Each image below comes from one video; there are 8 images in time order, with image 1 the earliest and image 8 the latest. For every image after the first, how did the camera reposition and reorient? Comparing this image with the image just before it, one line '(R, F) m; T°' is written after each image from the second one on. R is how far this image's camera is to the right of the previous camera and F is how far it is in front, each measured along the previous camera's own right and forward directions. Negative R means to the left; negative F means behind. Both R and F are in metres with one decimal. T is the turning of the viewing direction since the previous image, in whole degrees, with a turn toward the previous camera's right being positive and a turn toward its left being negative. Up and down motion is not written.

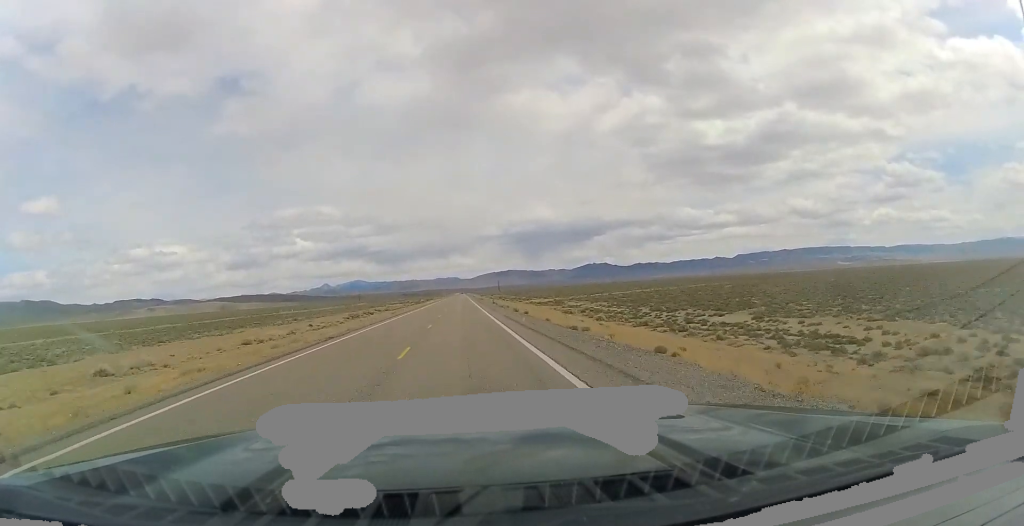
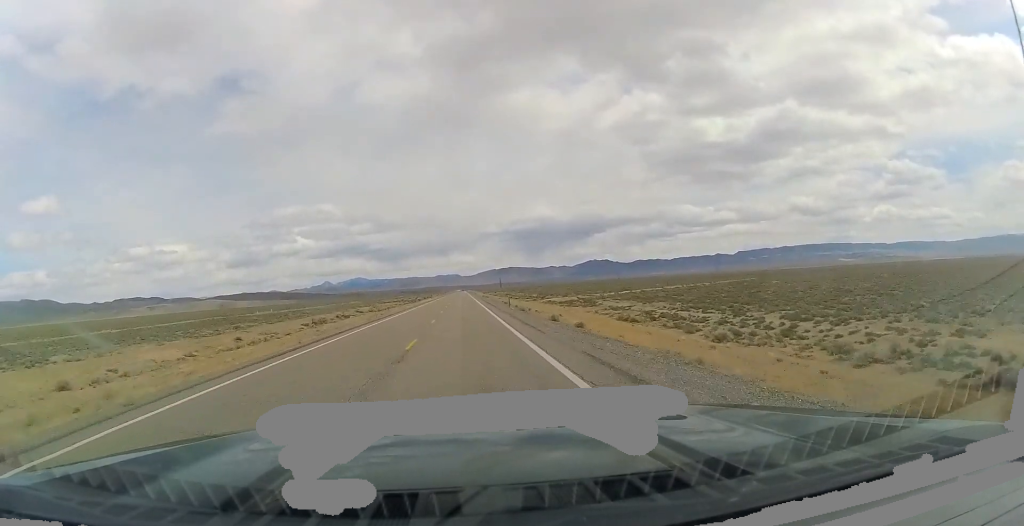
(-0.1, +23.0) m; 0°
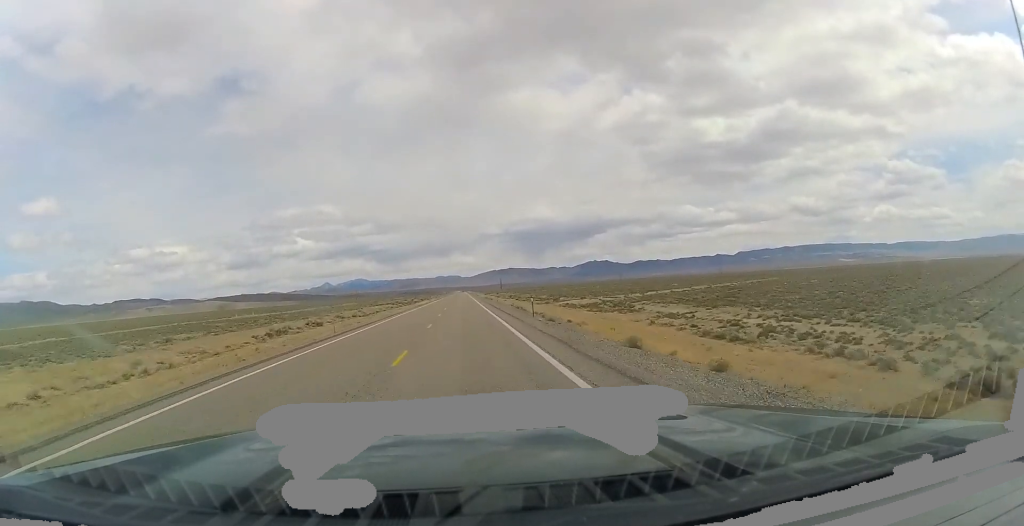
(0.0, +15.7) m; 0°
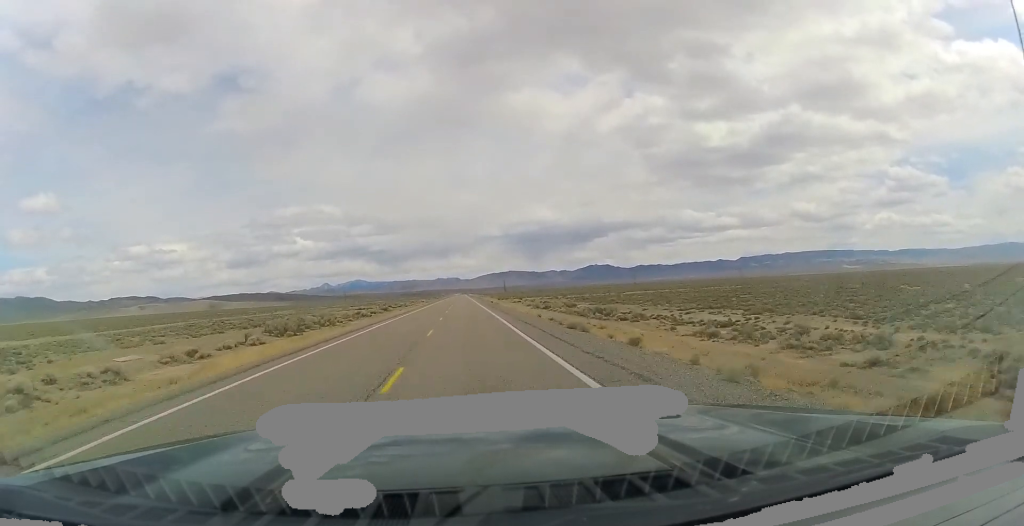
(+1.0, +101.0) m; +1°
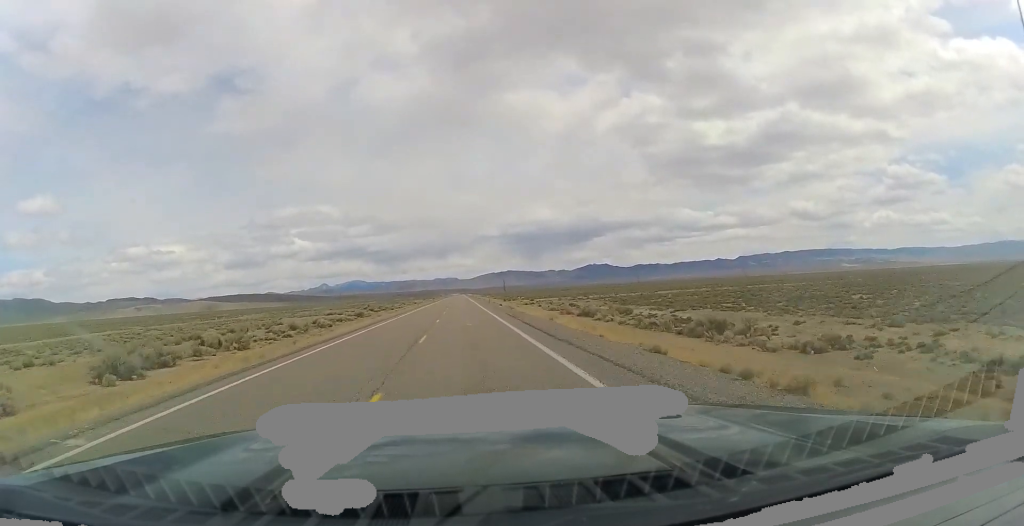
(0.0, +28.8) m; 0°
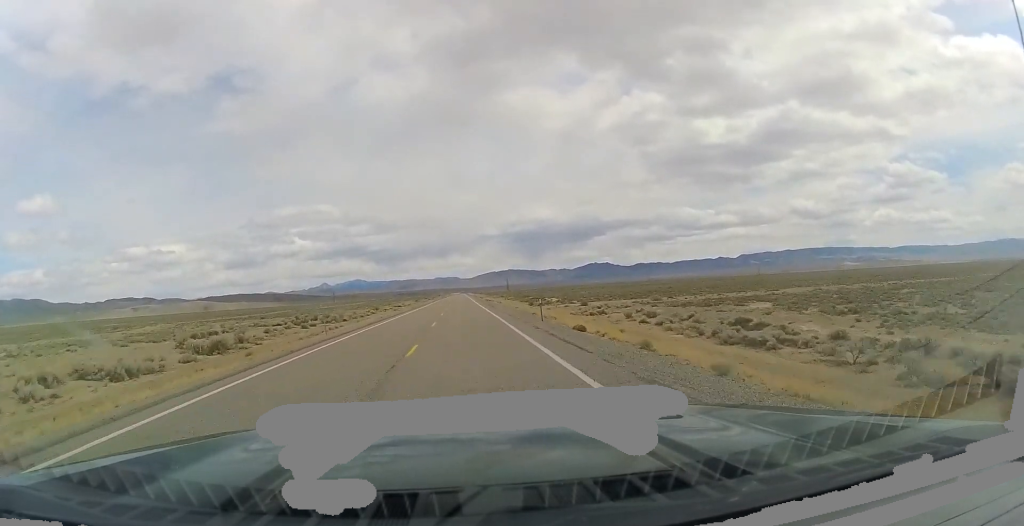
(0.0, +52.8) m; 0°
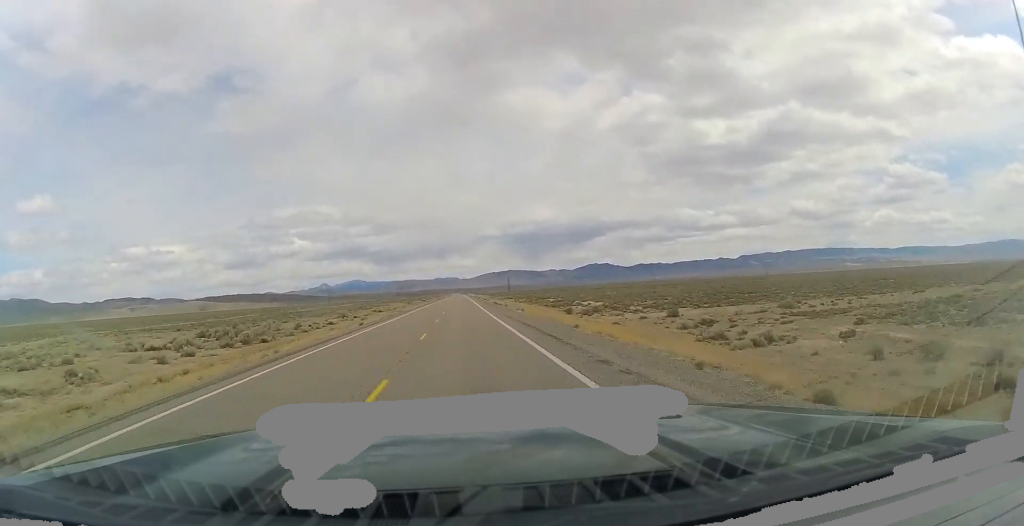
(0.0, +31.2) m; 0°
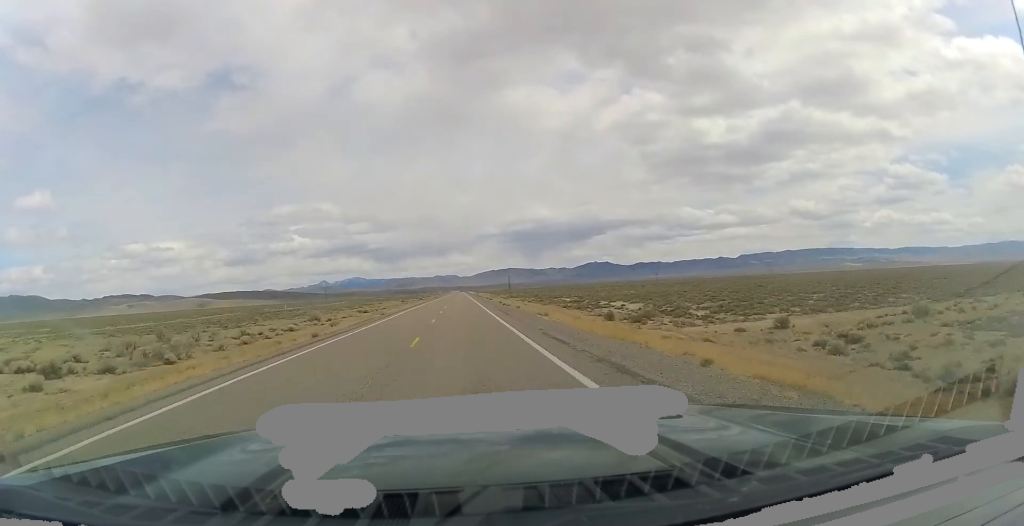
(0.0, +15.7) m; 0°
